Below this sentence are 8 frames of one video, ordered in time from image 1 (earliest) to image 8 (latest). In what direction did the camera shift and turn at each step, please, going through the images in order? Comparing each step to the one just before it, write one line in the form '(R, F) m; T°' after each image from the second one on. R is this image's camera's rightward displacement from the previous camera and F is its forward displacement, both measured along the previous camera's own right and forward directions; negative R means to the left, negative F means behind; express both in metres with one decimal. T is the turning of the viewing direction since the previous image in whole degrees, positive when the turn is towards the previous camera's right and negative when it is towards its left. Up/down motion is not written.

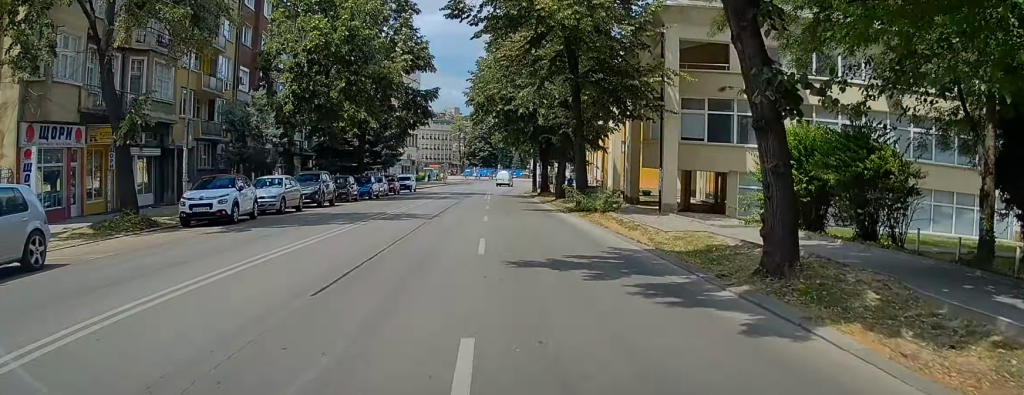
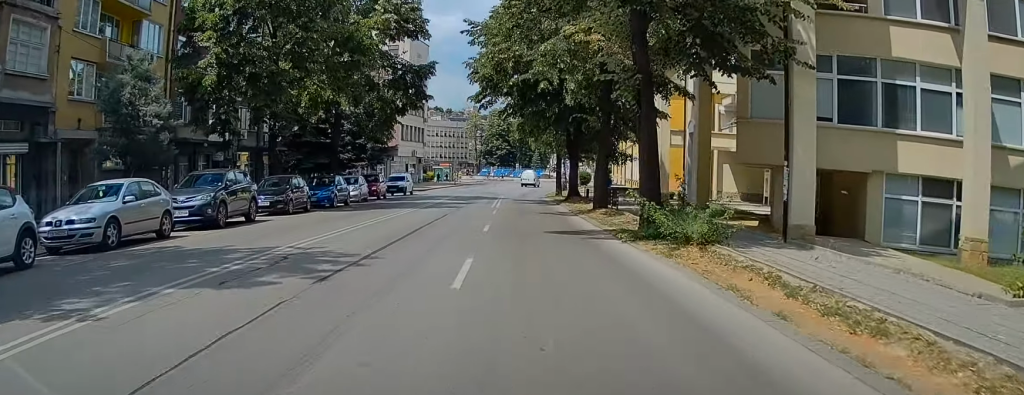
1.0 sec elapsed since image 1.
(-0.2, +12.1) m; -2°
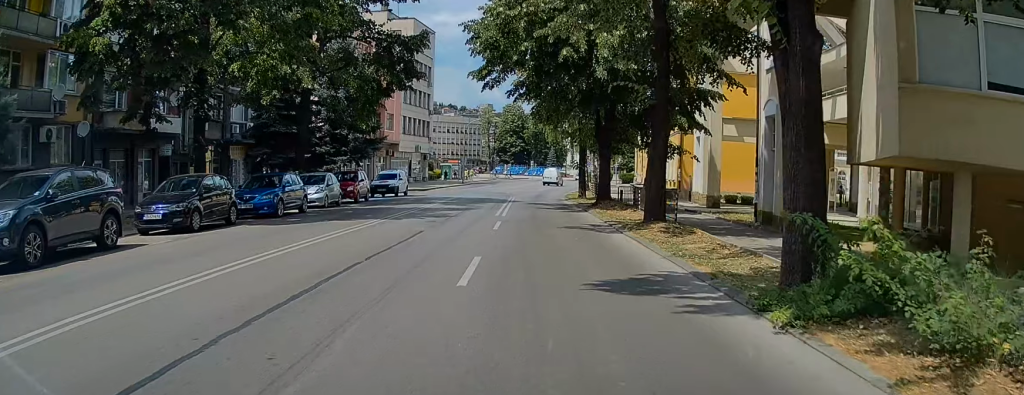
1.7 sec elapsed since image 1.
(-0.1, +8.7) m; -2°
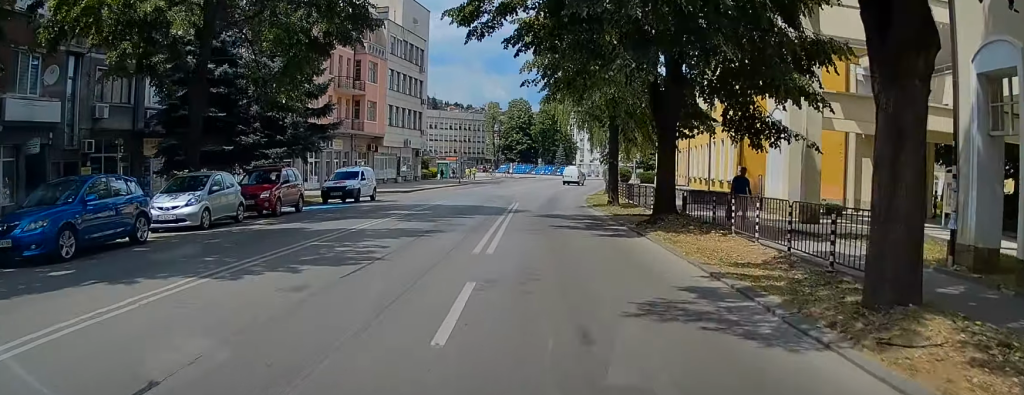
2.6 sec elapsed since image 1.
(-0.2, +11.7) m; -1°
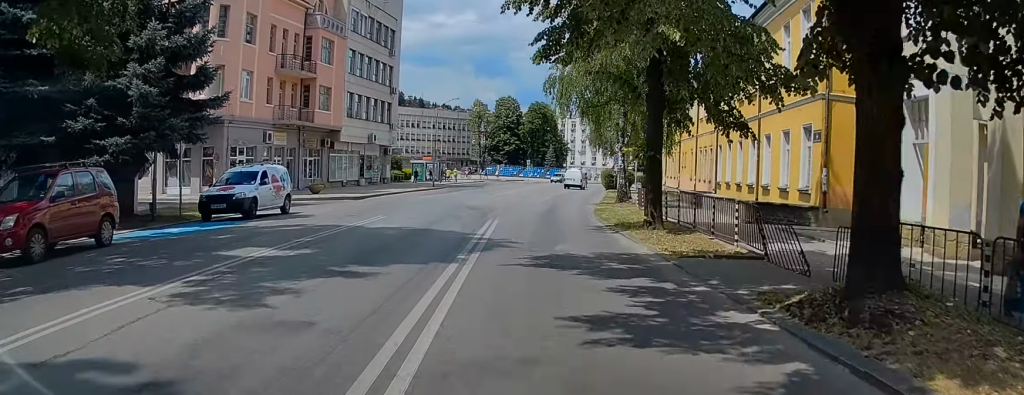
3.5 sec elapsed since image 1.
(-0.1, +11.3) m; +1°
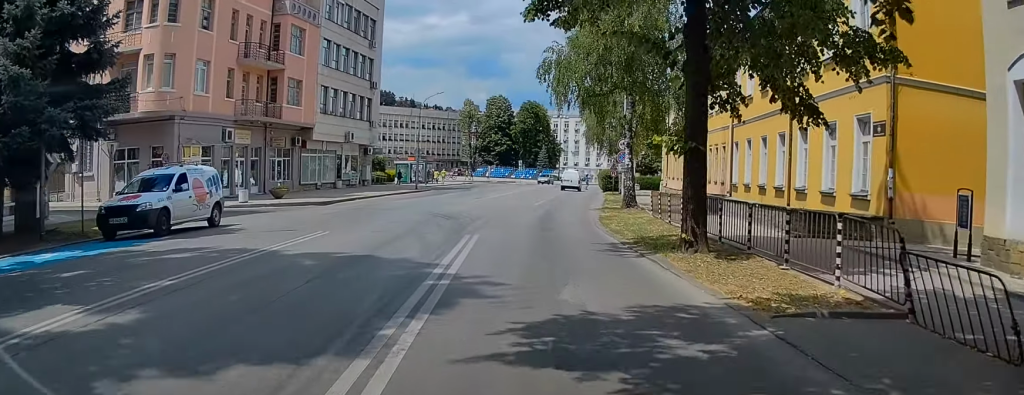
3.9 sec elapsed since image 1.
(+0.2, +5.1) m; 0°
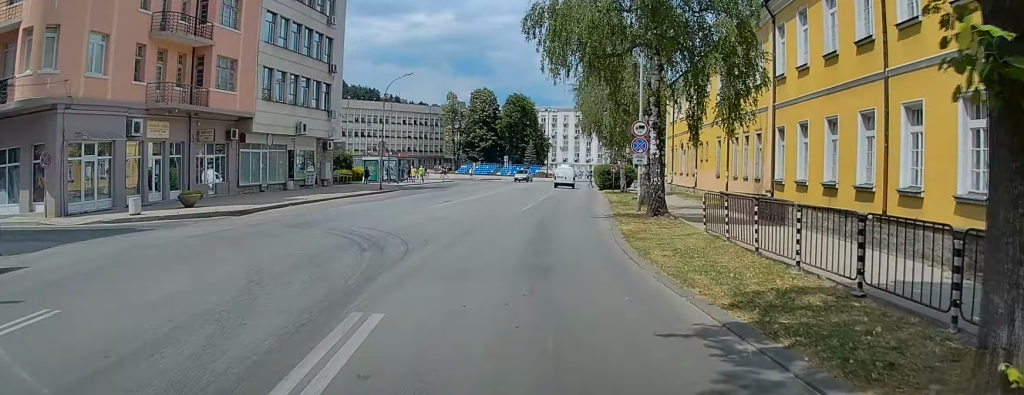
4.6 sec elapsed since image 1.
(+0.1, +8.9) m; 0°
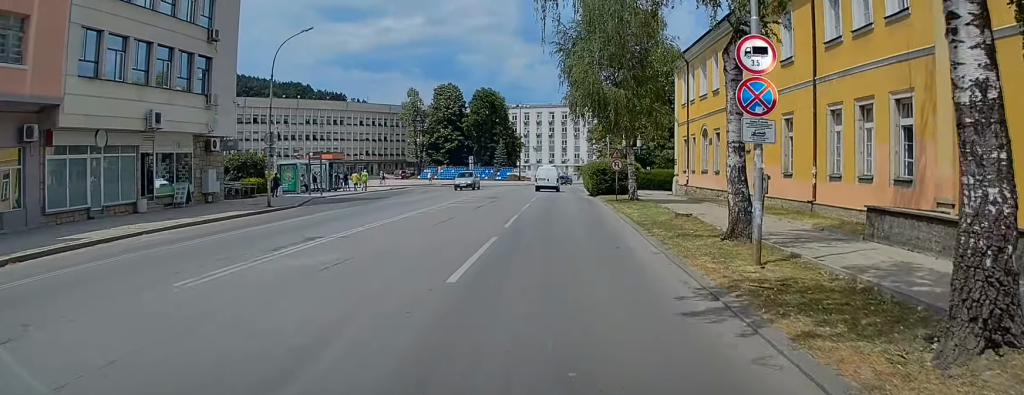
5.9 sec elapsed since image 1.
(0.0, +16.6) m; +1°
